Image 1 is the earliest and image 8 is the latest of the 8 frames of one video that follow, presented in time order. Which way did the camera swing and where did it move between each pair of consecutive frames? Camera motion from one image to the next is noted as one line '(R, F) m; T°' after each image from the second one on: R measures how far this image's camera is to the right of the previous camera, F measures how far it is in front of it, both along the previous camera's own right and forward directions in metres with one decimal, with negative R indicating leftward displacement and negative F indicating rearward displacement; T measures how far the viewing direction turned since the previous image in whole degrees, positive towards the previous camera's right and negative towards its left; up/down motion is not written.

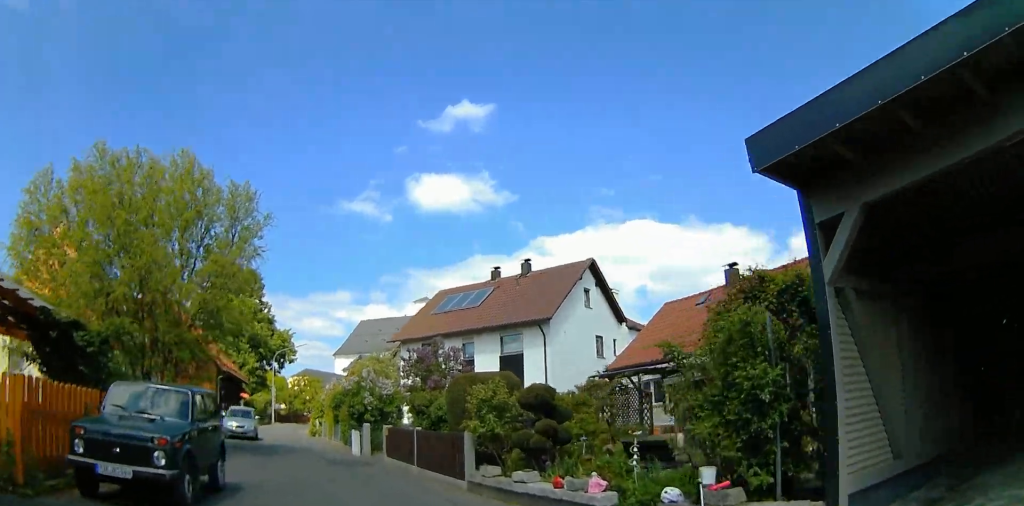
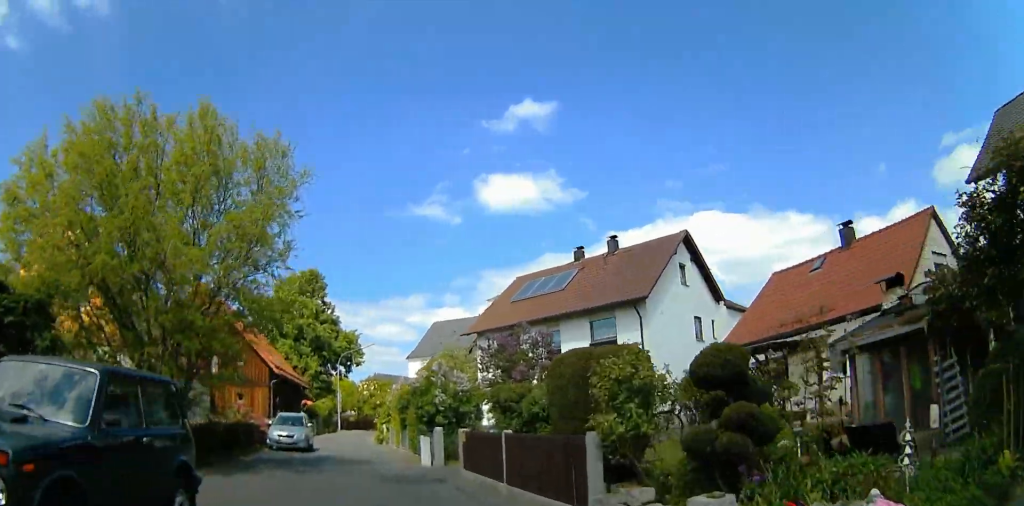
(-0.1, +4.3) m; -4°
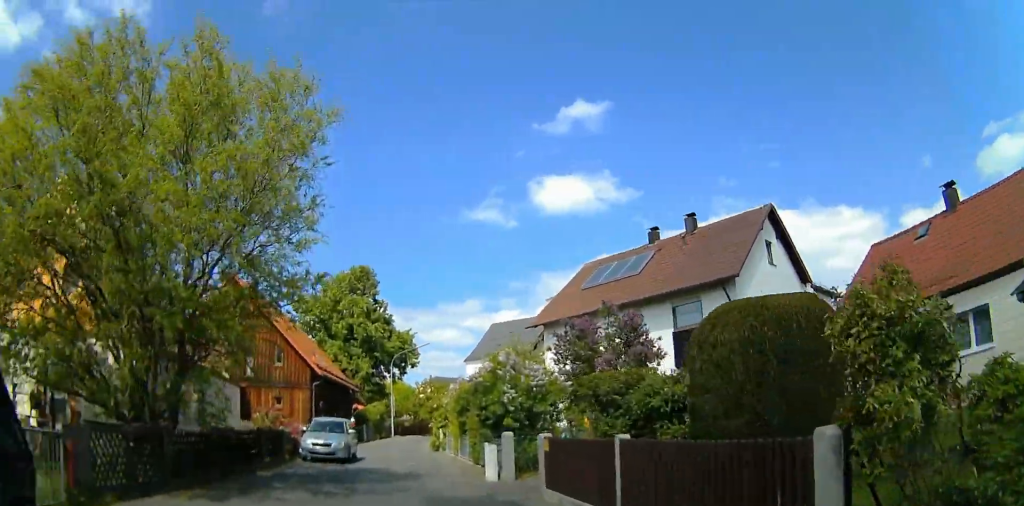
(+0.1, +3.7) m; -4°
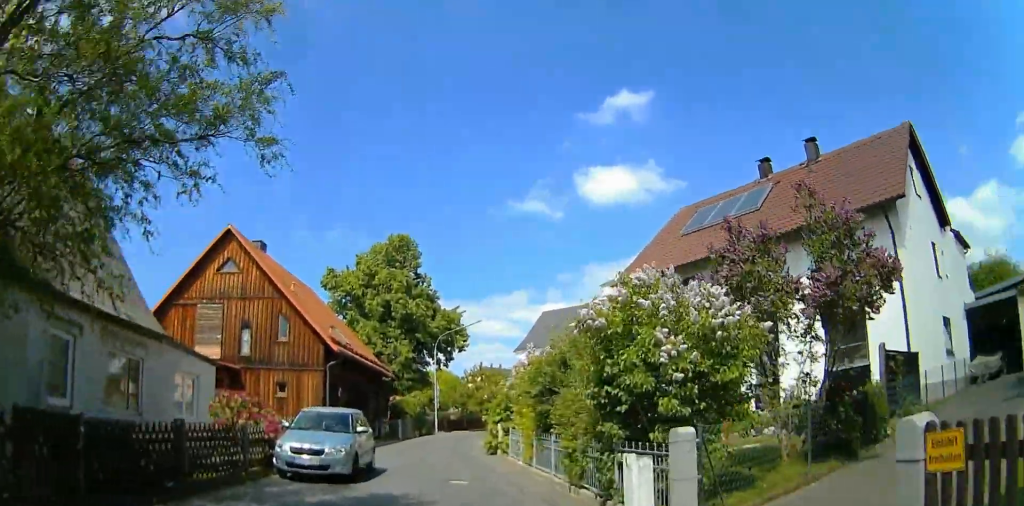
(-0.6, +8.0) m; -3°
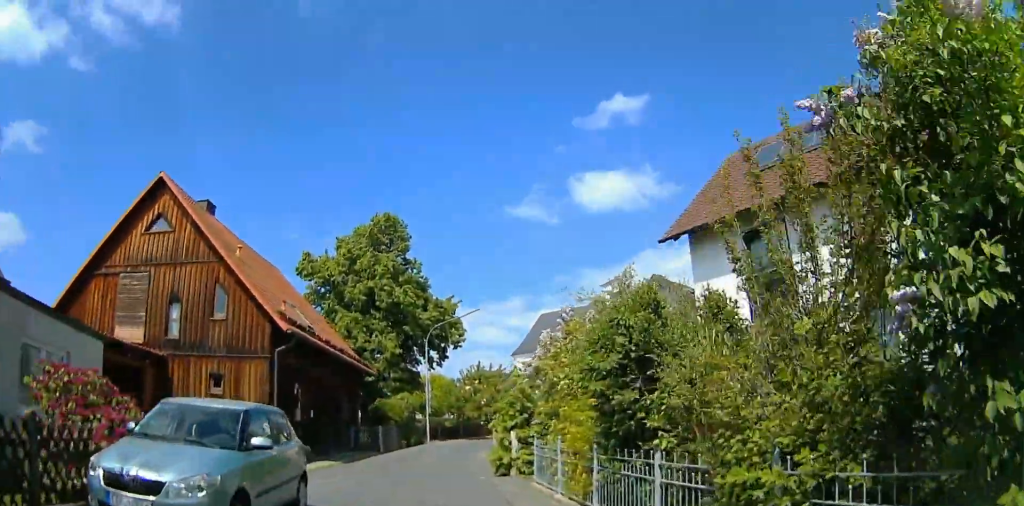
(+0.2, +6.1) m; 0°
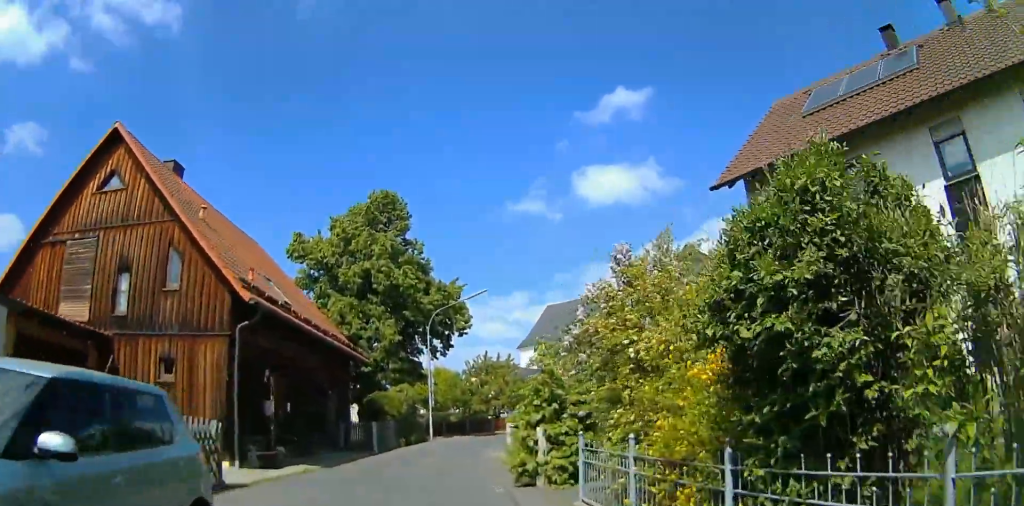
(-0.1, +3.2) m; -1°
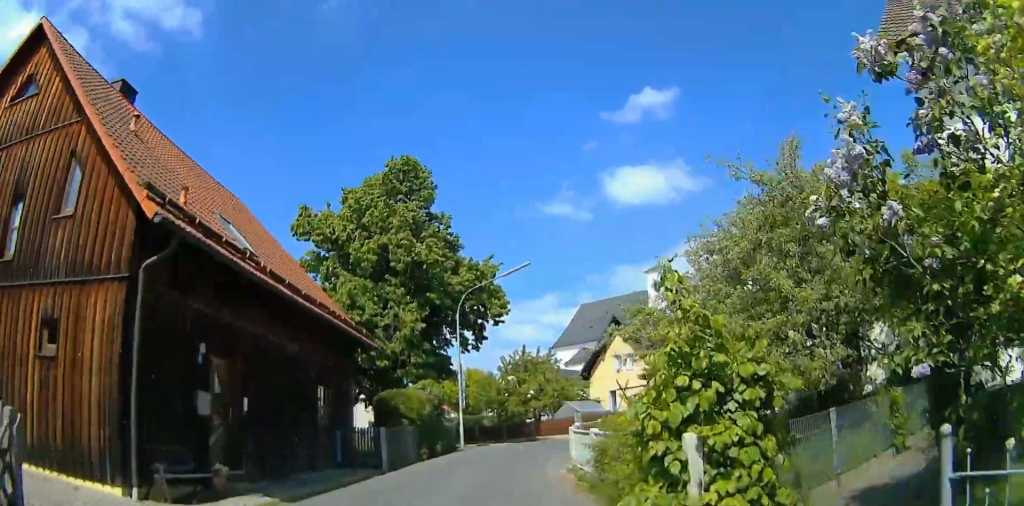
(-0.1, +5.0) m; -1°
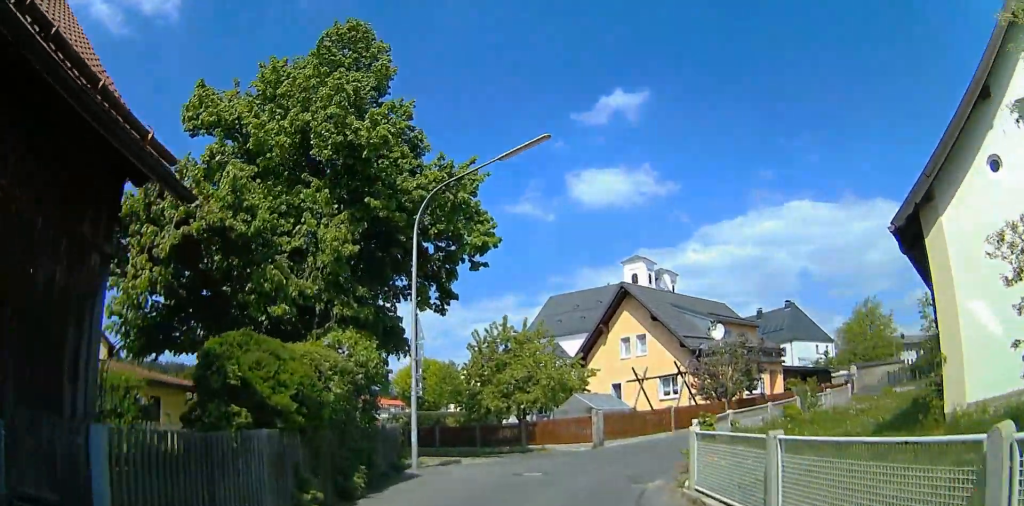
(+0.1, +10.7) m; +4°
